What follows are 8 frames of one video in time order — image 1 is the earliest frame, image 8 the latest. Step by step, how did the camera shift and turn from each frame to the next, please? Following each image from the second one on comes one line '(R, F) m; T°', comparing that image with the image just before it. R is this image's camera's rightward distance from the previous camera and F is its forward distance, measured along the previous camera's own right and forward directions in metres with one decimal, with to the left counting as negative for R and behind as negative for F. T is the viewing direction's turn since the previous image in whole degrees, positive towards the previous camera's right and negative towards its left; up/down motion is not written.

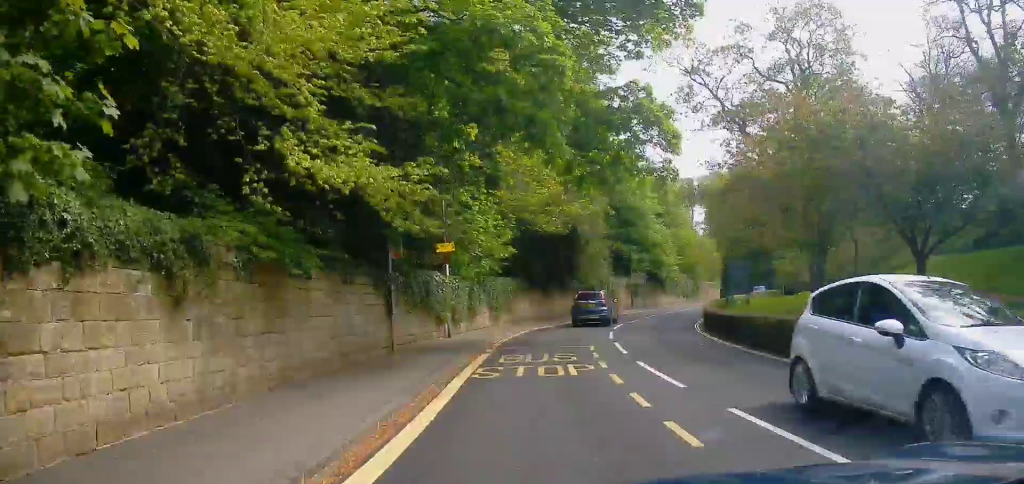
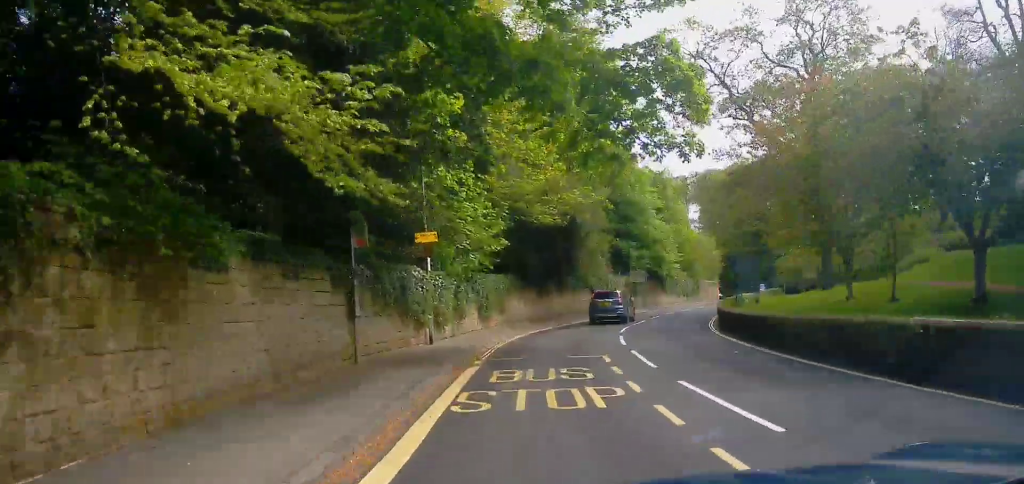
(+0.2, +2.6) m; 0°
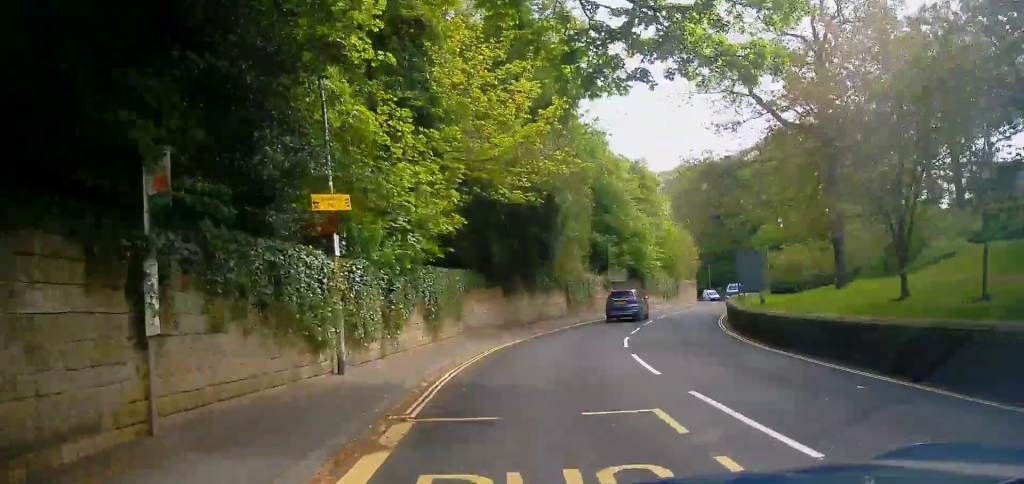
(-0.5, +6.1) m; -7°
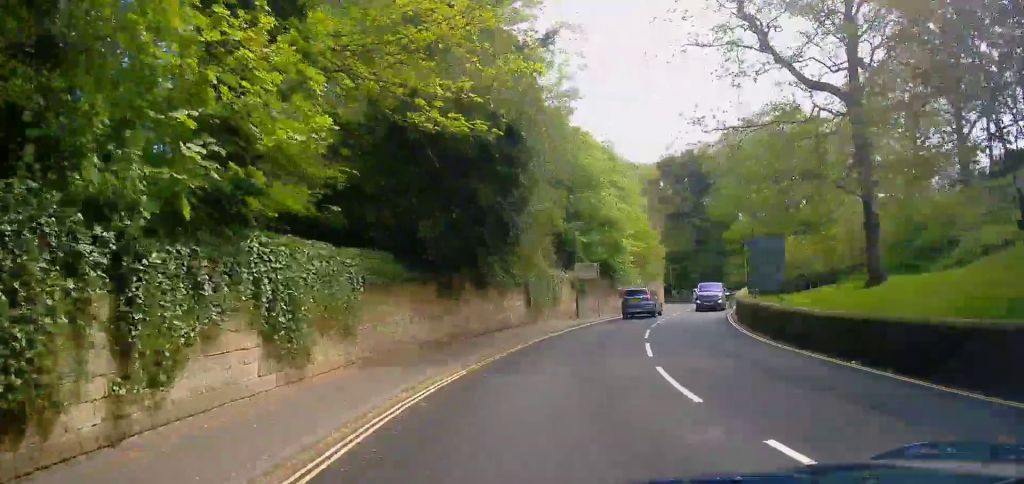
(0.0, +8.4) m; +6°
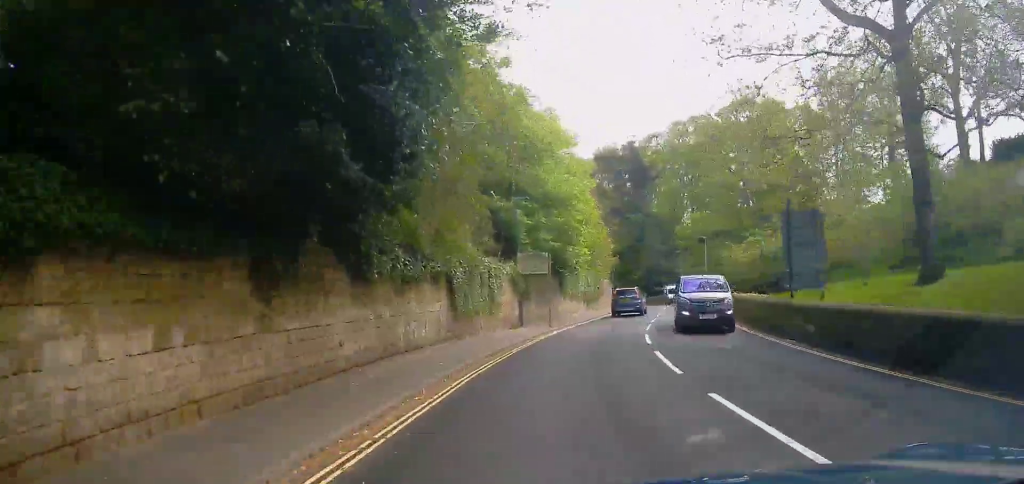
(+0.8, +8.6) m; +7°
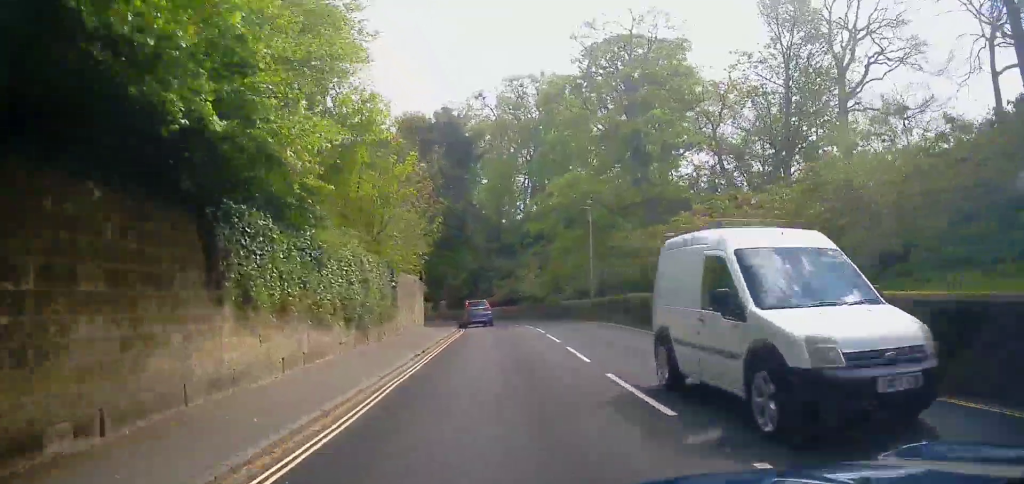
(+5.1, +24.7) m; +20°
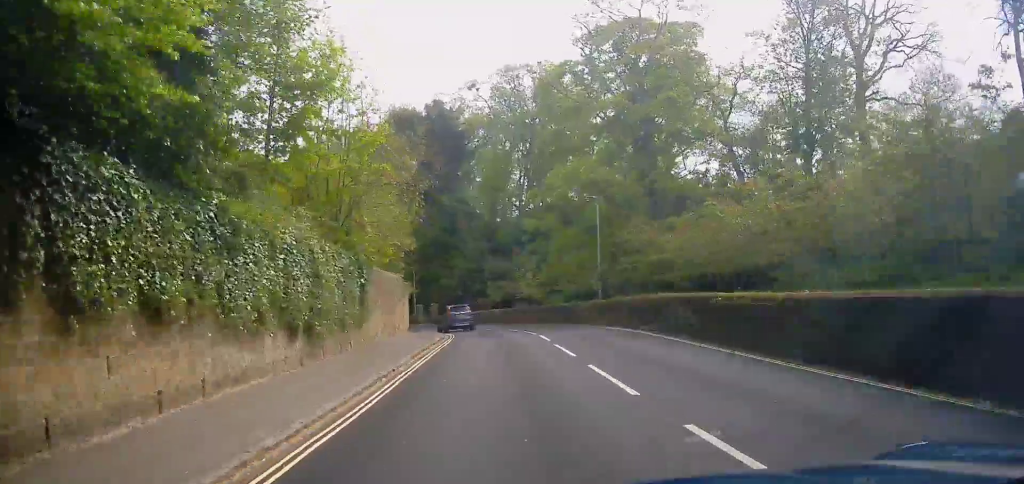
(-0.1, +3.7) m; +1°
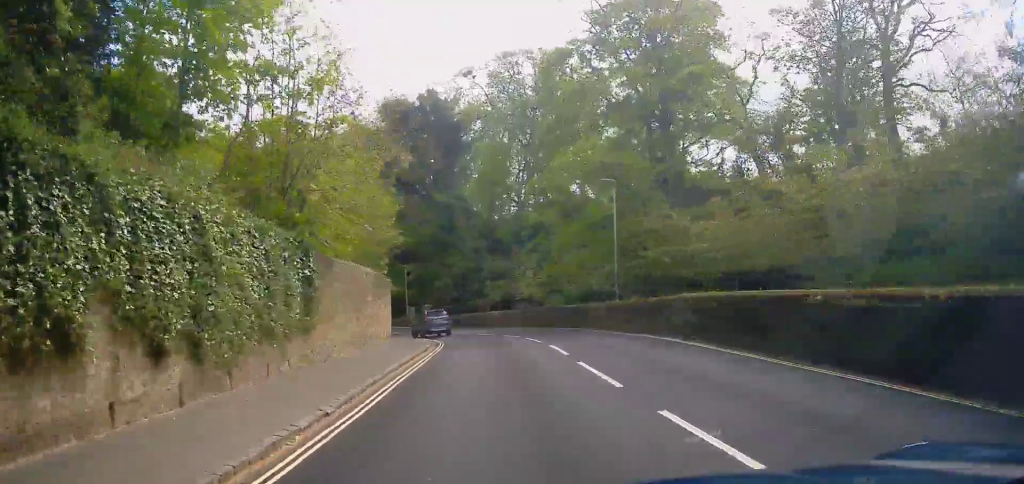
(+0.1, +4.8) m; +1°
